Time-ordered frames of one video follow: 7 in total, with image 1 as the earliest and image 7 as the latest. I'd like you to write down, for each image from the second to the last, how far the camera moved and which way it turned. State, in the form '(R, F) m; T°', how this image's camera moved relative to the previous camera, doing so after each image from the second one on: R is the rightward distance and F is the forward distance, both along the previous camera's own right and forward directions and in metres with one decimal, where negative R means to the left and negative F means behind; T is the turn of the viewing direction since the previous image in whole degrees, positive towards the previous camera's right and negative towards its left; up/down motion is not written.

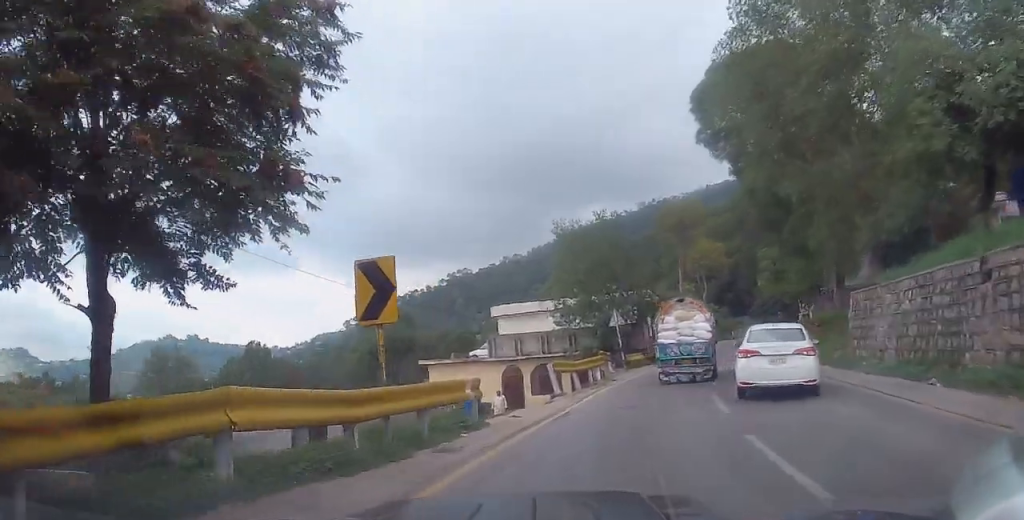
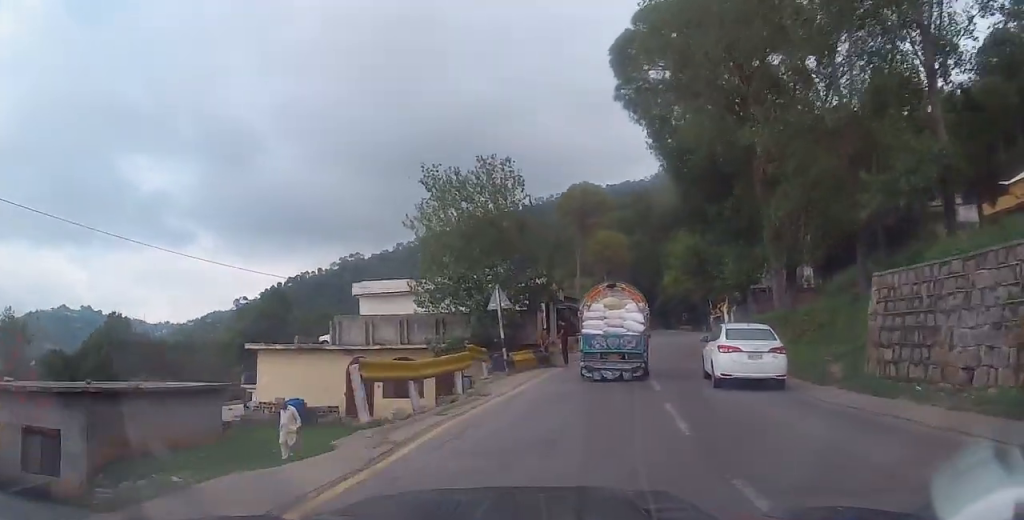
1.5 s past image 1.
(+0.9, +8.6) m; +9°
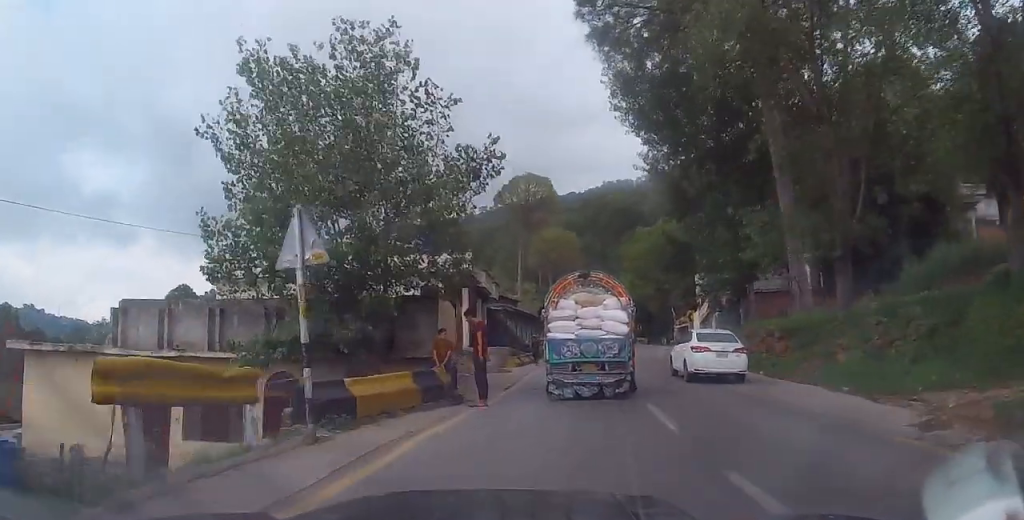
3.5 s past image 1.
(+0.6, +11.7) m; +6°
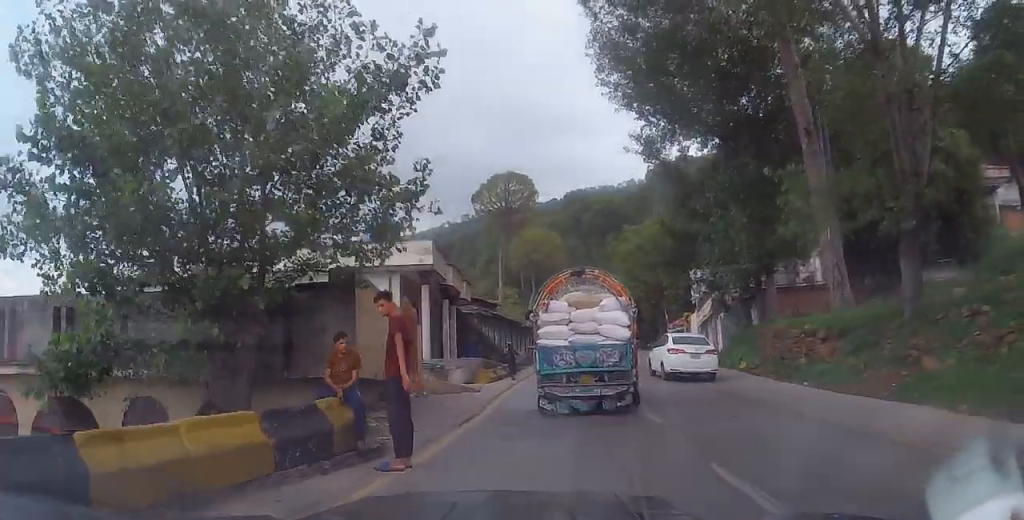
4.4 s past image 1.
(+0.2, +5.4) m; +1°
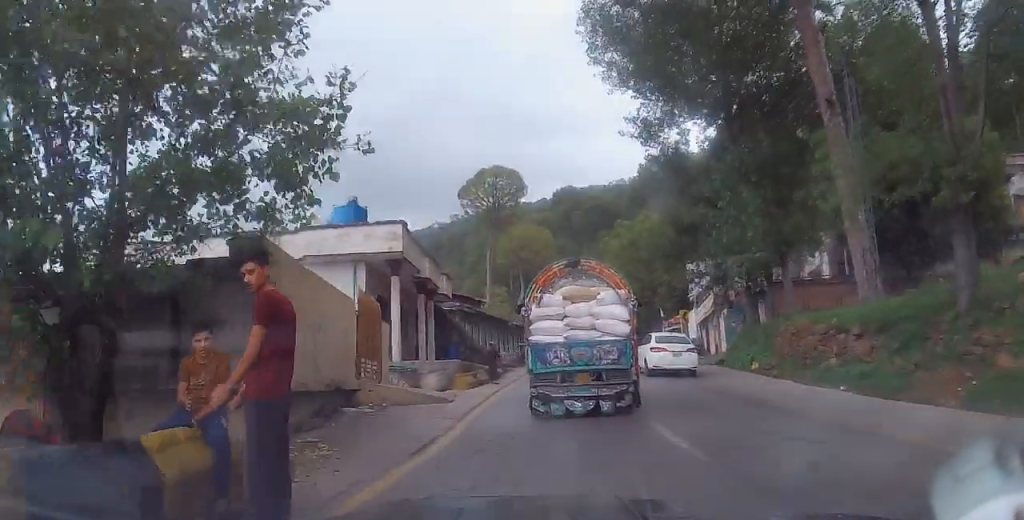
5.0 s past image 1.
(-0.1, +3.0) m; -2°
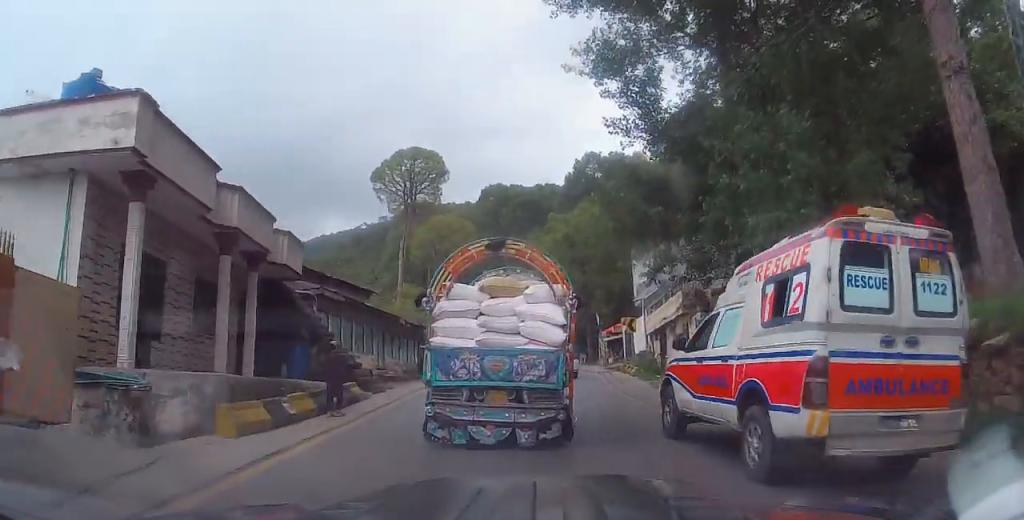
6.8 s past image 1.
(+0.9, +9.8) m; +12°
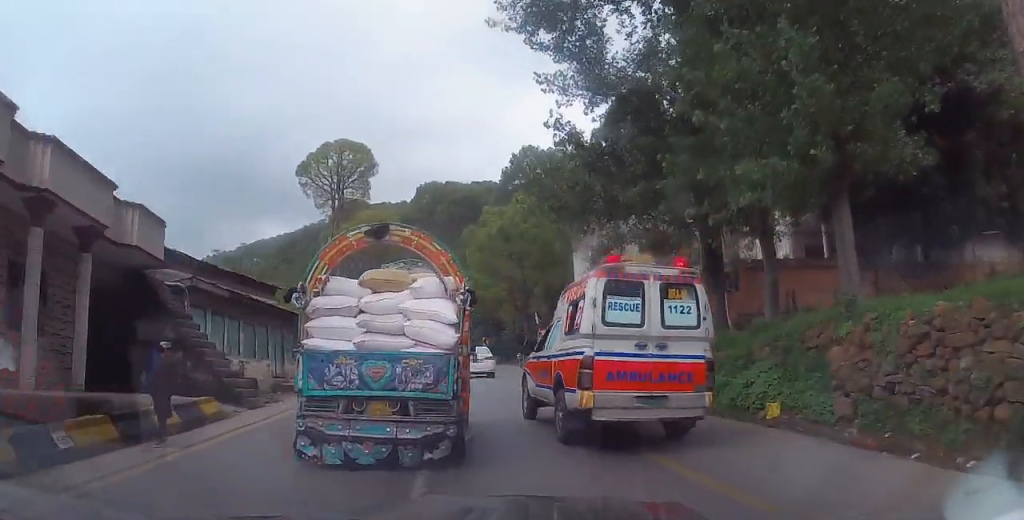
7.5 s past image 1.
(+0.1, +3.9) m; +2°
